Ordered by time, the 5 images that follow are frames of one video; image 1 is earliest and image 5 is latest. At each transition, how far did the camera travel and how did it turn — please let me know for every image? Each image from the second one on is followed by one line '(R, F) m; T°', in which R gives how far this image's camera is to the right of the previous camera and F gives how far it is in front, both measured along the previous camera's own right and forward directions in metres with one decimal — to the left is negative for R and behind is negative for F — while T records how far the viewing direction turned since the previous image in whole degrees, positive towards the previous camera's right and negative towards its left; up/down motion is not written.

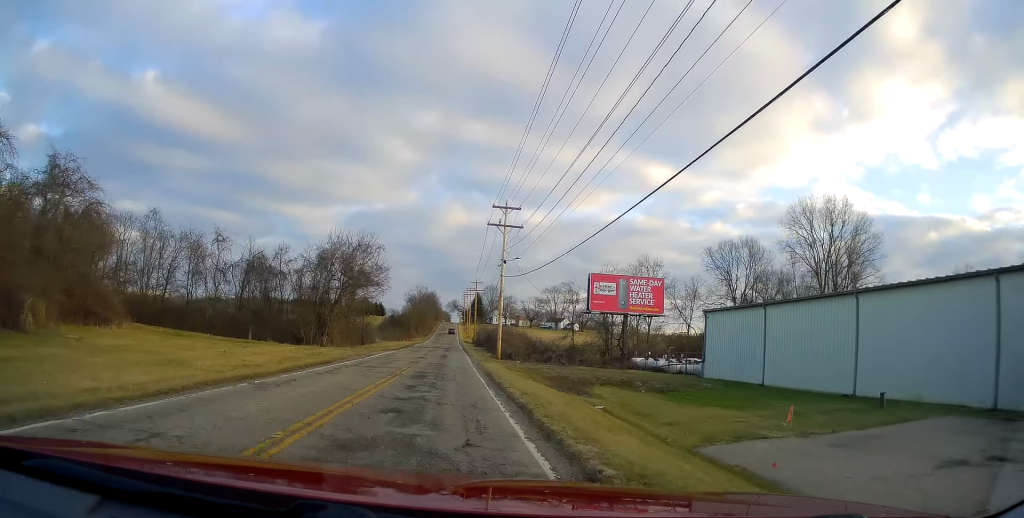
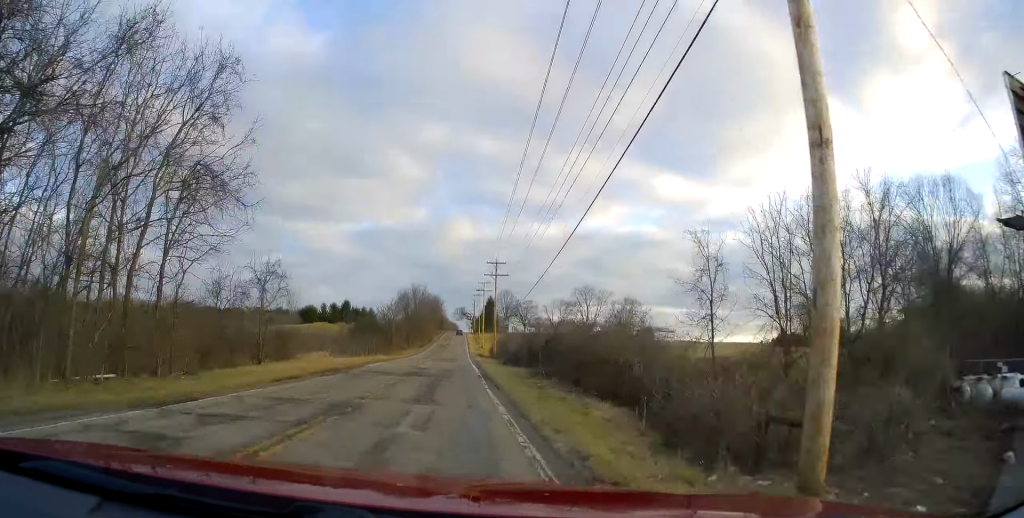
(+1.1, +43.8) m; +3°
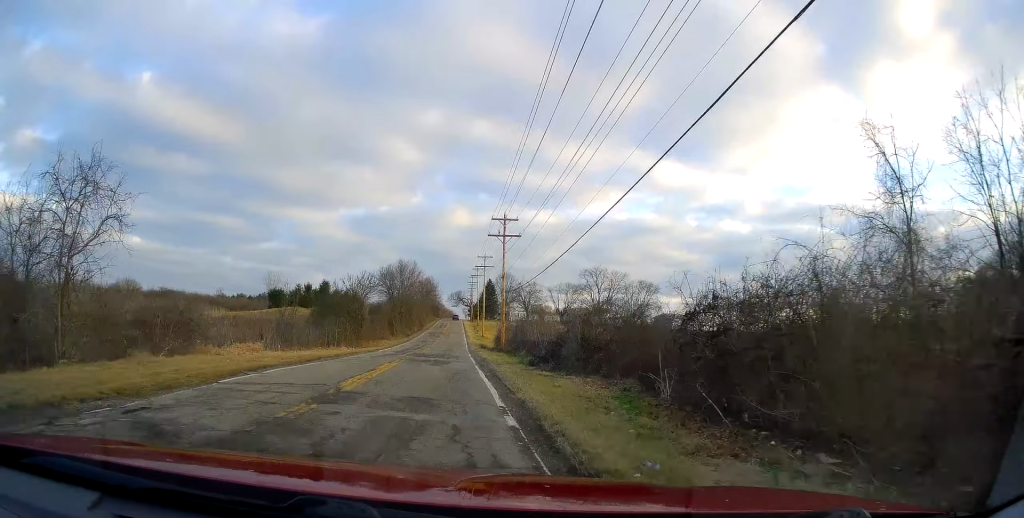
(-0.1, +19.6) m; 0°
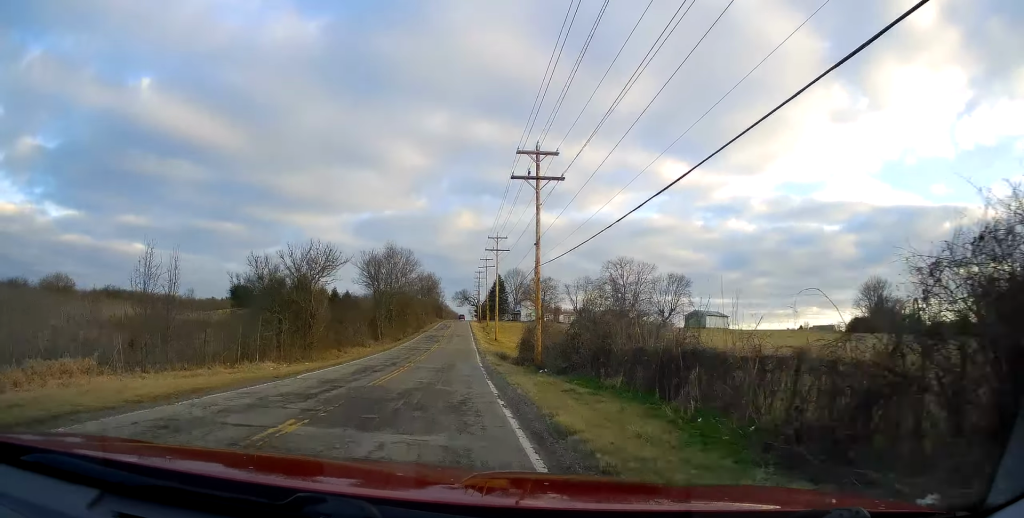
(+0.1, +20.8) m; -1°
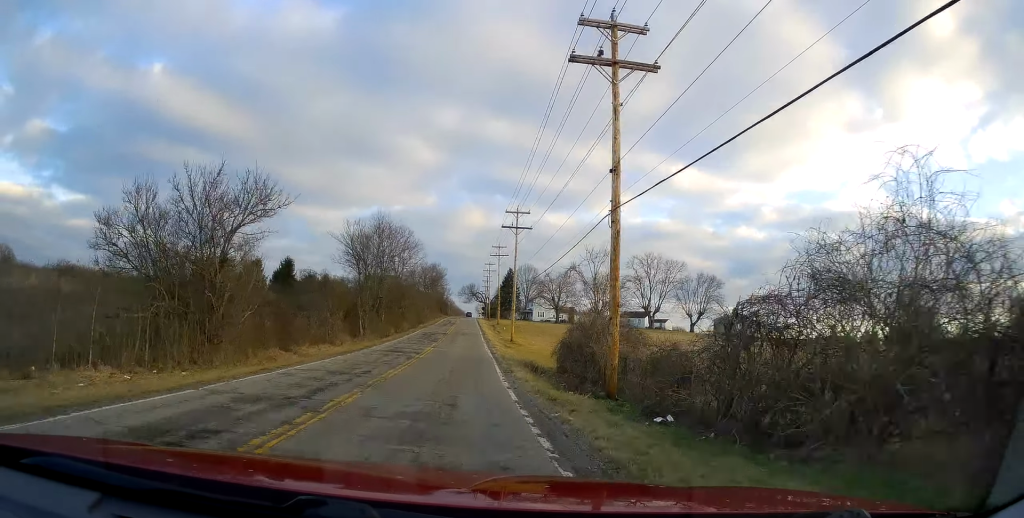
(-0.3, +15.0) m; 0°
